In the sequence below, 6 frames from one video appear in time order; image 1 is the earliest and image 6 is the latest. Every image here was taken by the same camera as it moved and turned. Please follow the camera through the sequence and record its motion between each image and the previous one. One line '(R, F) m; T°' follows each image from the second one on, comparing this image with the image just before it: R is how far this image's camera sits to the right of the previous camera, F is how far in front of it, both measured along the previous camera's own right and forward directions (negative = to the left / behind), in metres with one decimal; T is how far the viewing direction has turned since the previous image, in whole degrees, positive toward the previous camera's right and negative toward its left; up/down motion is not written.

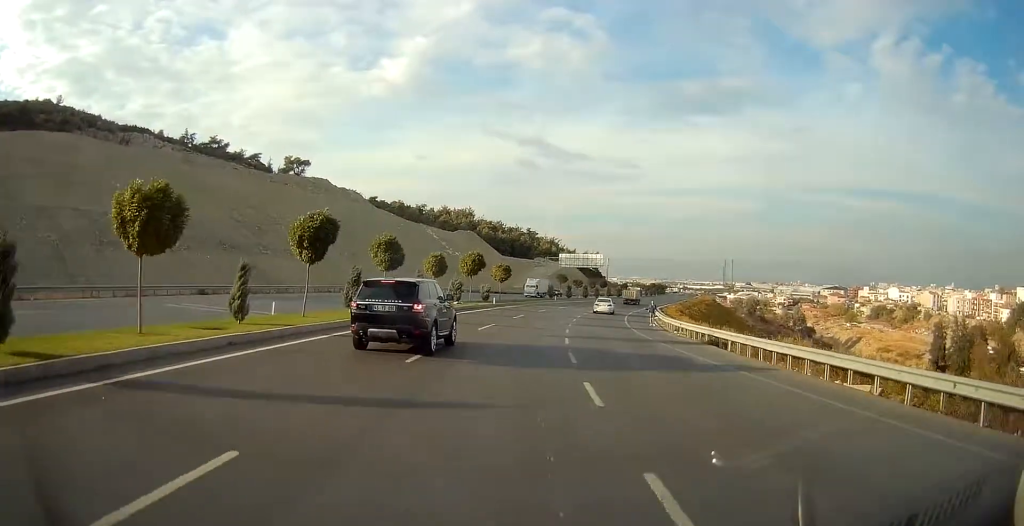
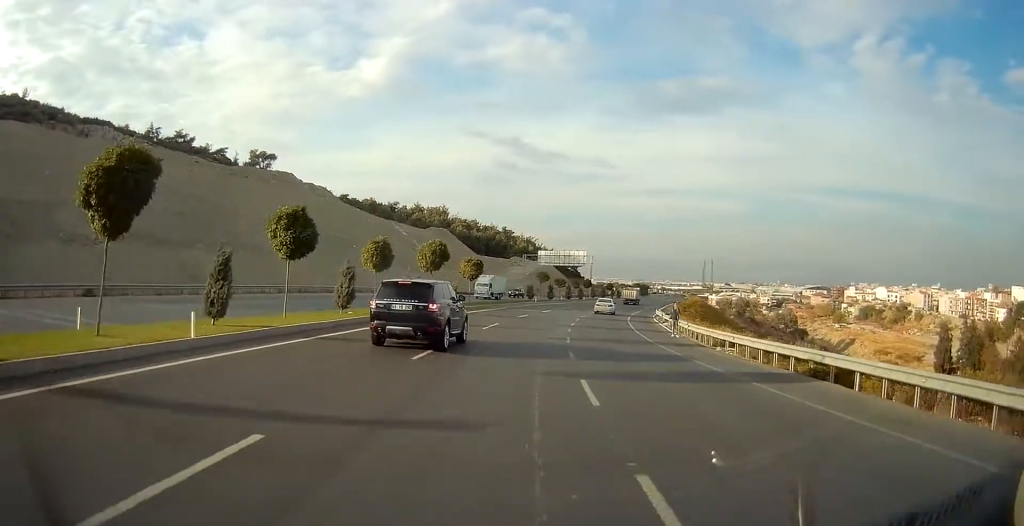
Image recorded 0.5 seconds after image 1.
(0.0, +11.2) m; +1°
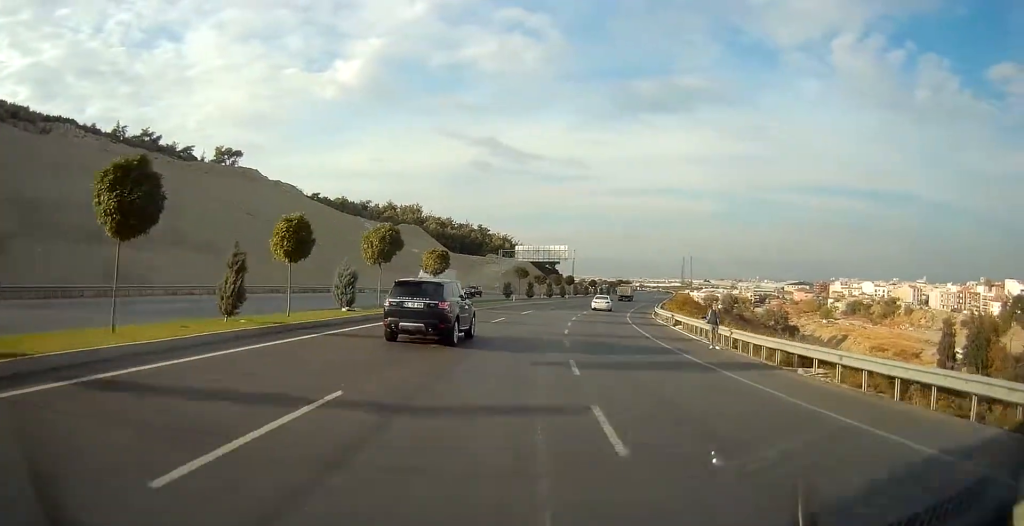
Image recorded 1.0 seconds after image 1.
(+0.1, +9.6) m; +2°
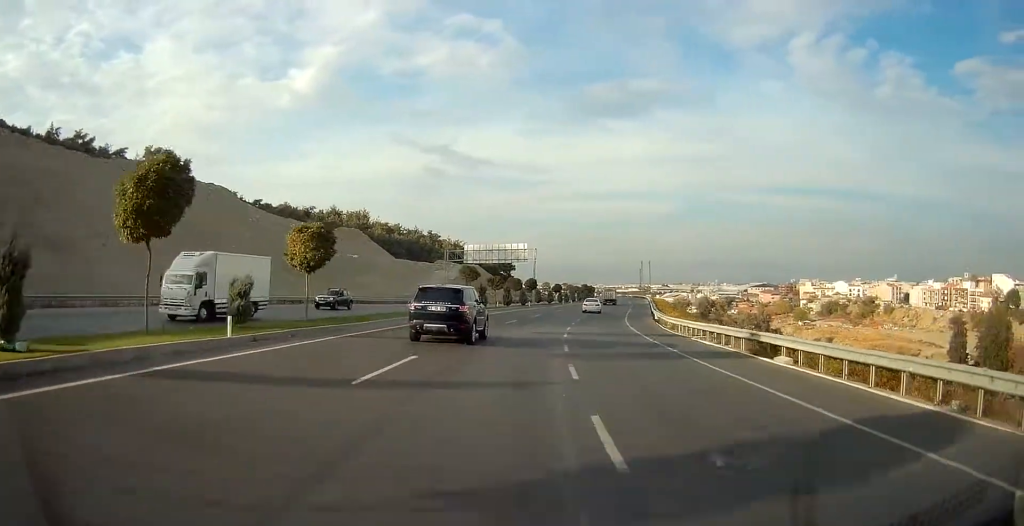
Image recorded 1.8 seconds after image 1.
(+0.5, +18.4) m; +4°
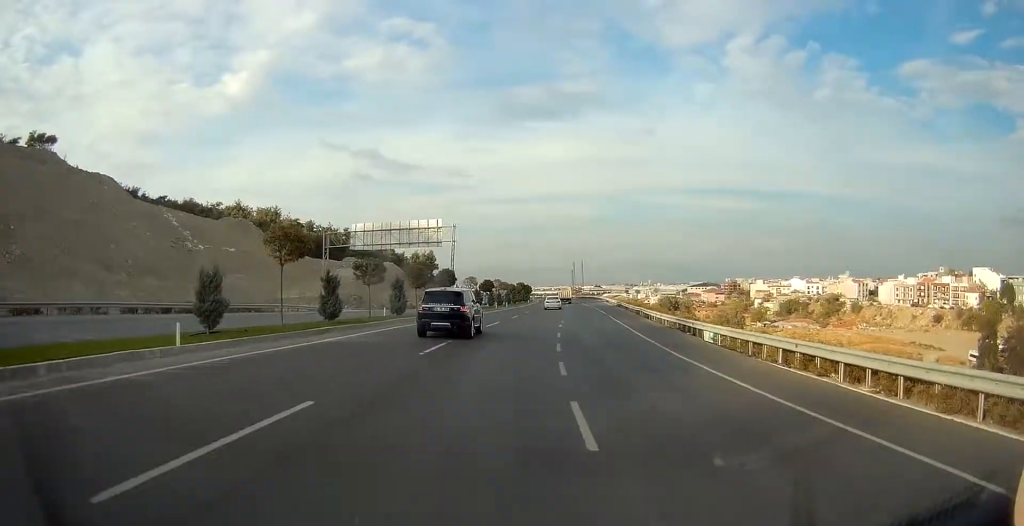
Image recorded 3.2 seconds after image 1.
(+1.8, +29.0) m; +7°
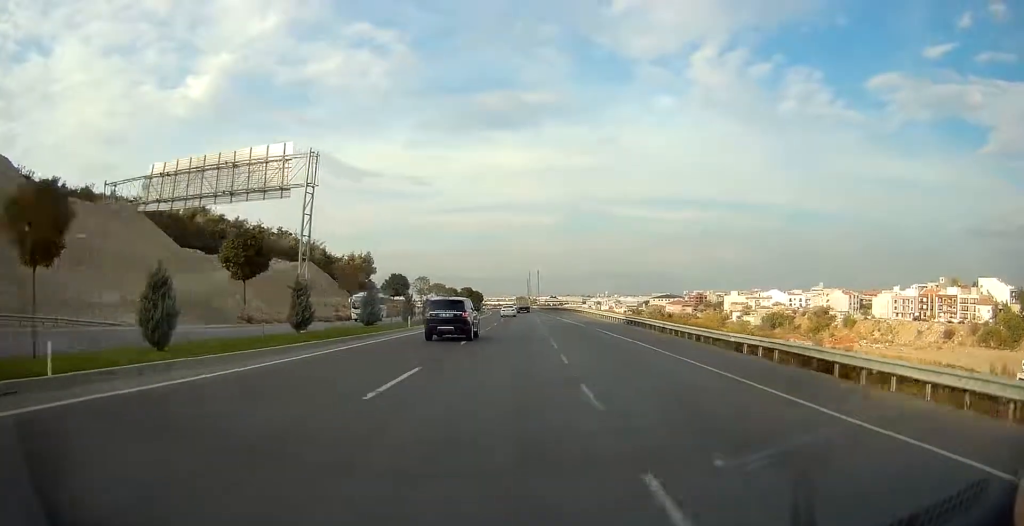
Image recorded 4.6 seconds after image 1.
(+1.7, +31.3) m; +5°
